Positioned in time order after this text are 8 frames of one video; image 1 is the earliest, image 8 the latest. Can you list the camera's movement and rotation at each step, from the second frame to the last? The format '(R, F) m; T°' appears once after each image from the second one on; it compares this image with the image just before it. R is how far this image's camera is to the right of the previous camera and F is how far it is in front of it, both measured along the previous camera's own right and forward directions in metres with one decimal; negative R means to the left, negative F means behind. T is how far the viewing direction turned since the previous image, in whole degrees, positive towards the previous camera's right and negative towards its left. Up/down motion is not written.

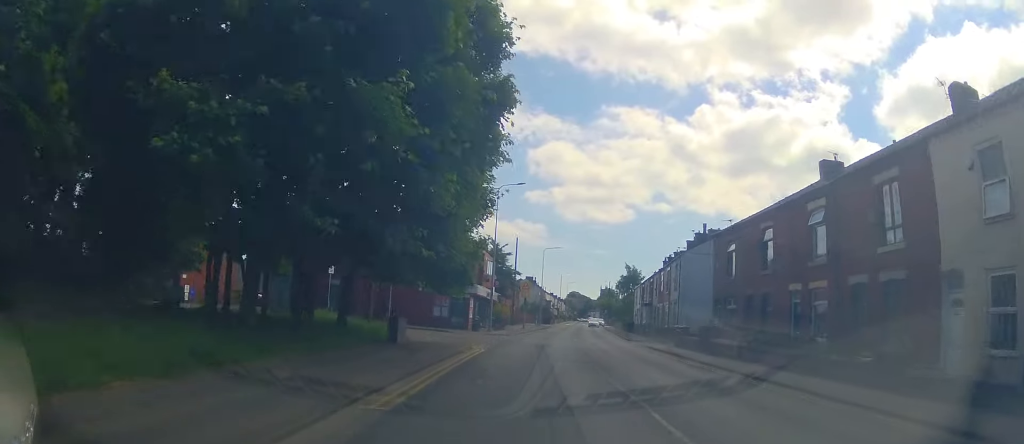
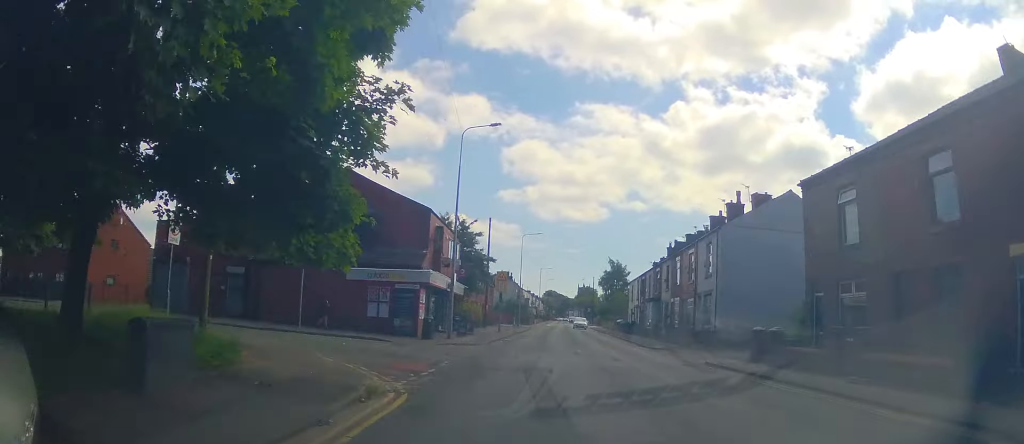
(-0.2, +11.9) m; -3°
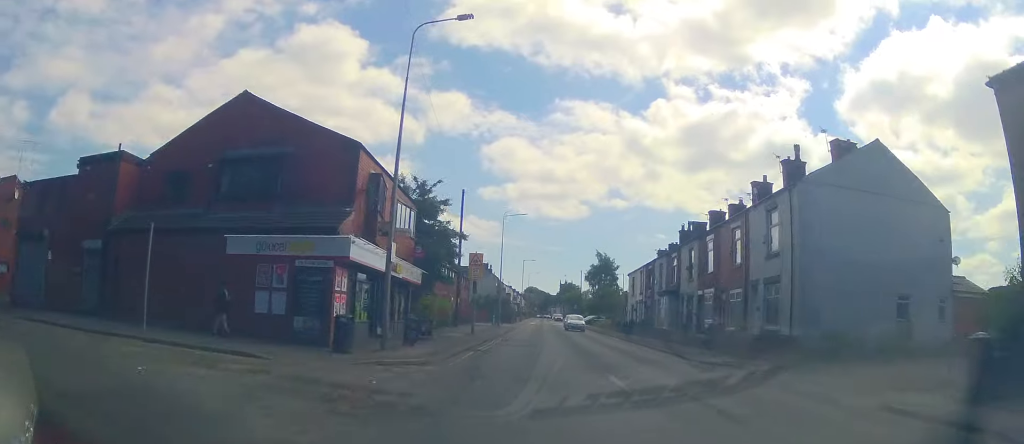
(-0.1, +10.2) m; +2°
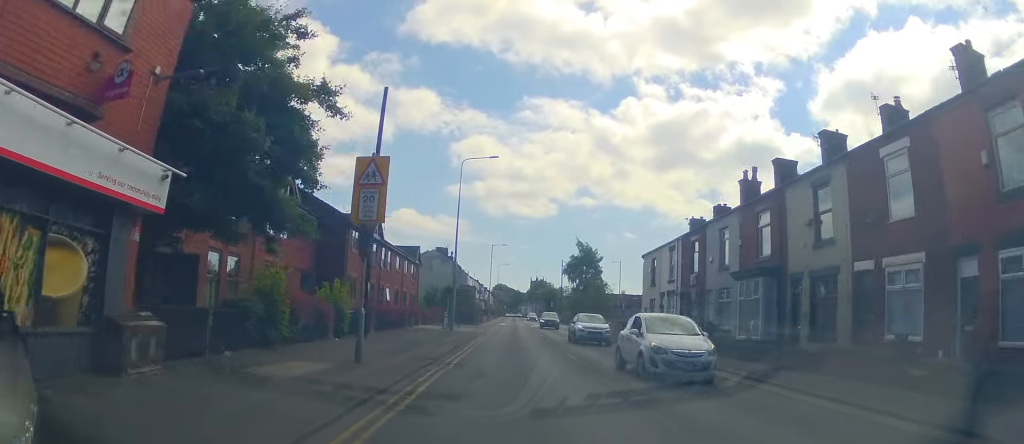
(+1.1, +18.6) m; +4°
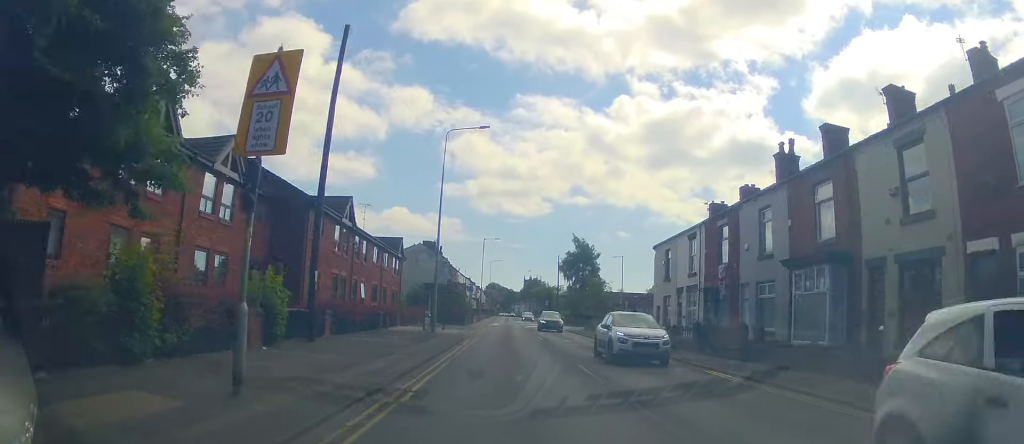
(0.0, +5.2) m; 0°
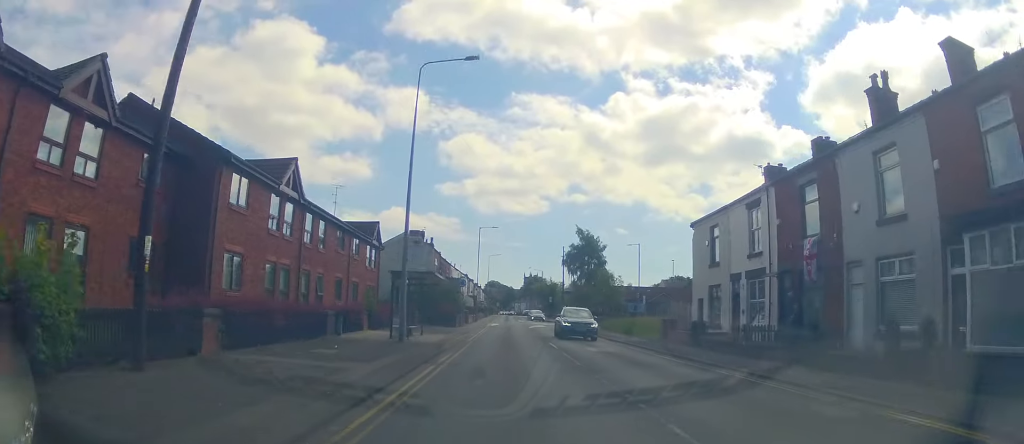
(0.0, +8.2) m; 0°
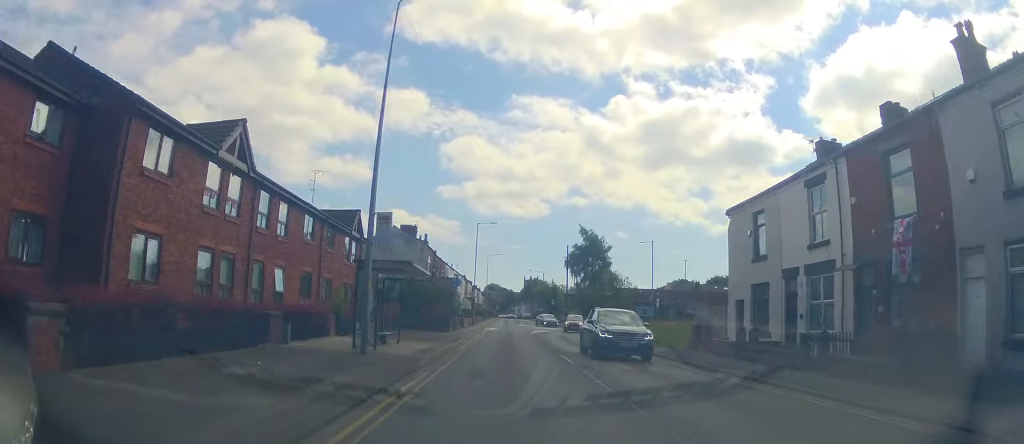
(0.0, +5.1) m; 0°
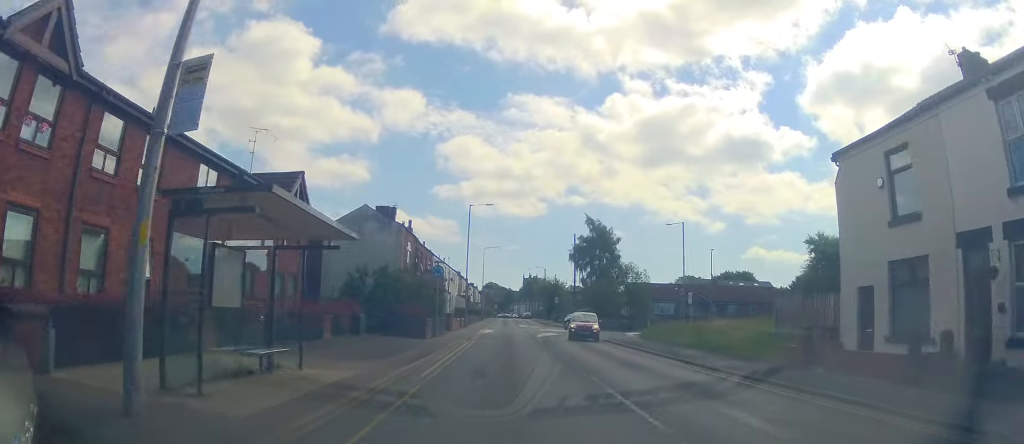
(-0.1, +9.1) m; 0°
